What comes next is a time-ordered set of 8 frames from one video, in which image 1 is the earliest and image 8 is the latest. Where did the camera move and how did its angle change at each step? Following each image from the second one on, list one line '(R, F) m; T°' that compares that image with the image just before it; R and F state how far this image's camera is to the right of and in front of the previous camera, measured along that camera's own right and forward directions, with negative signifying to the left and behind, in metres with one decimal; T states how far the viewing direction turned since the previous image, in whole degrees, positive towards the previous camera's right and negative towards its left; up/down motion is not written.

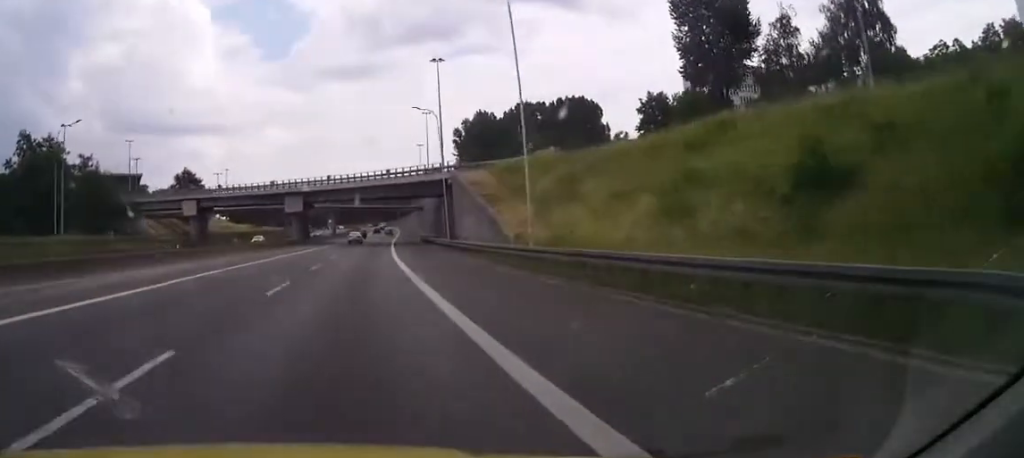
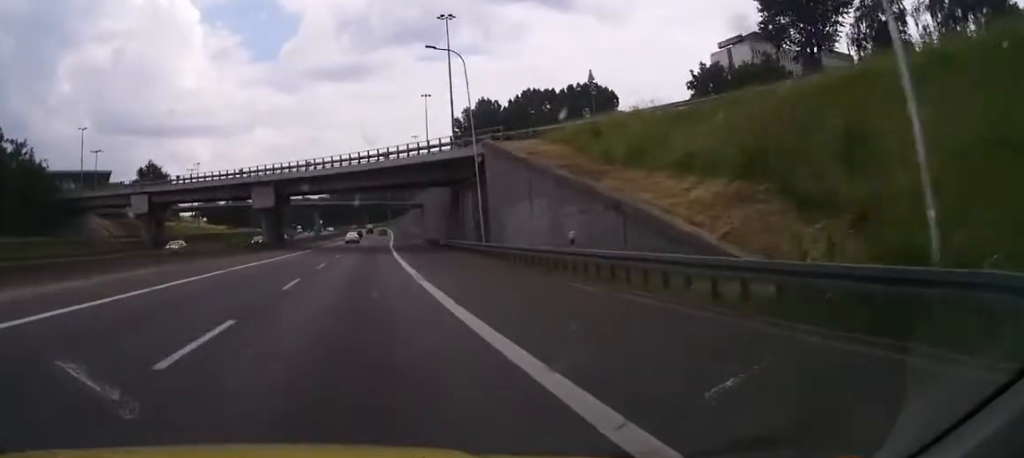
(+0.3, +20.2) m; +2°
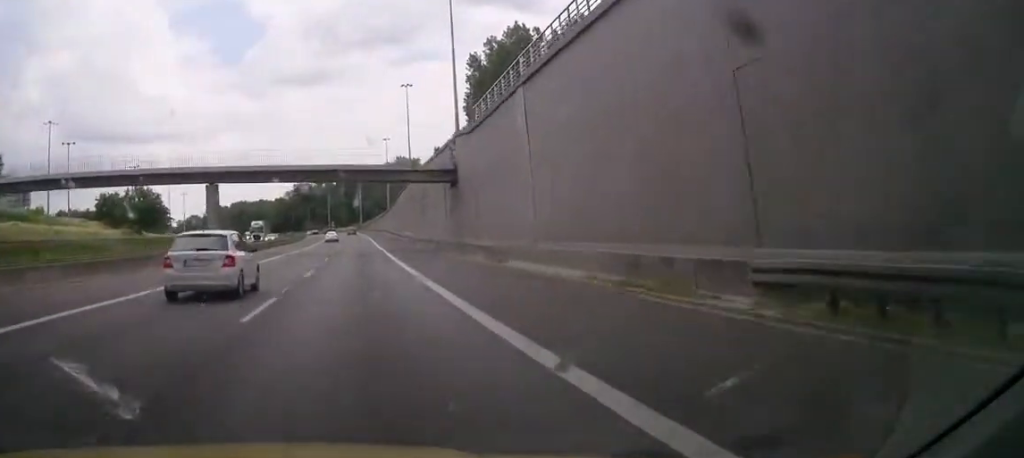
(+2.5, +65.7) m; +3°
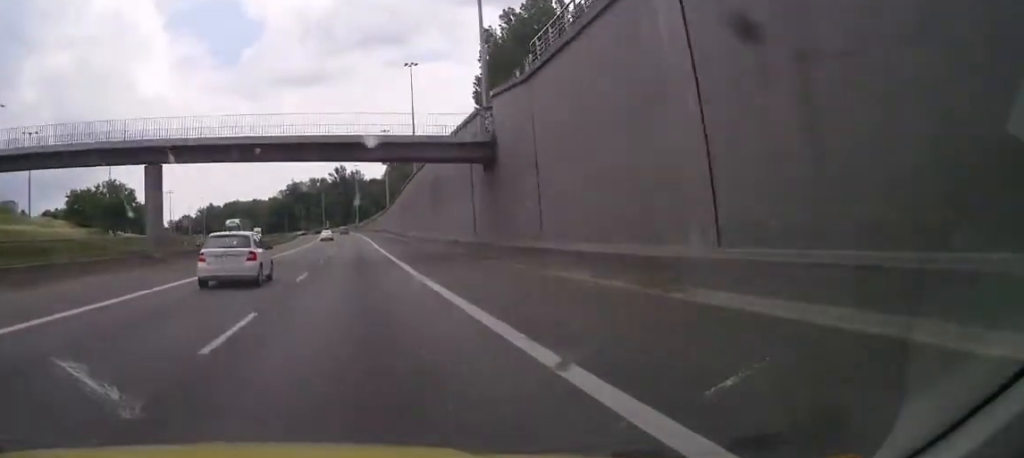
(0.0, +14.8) m; 0°
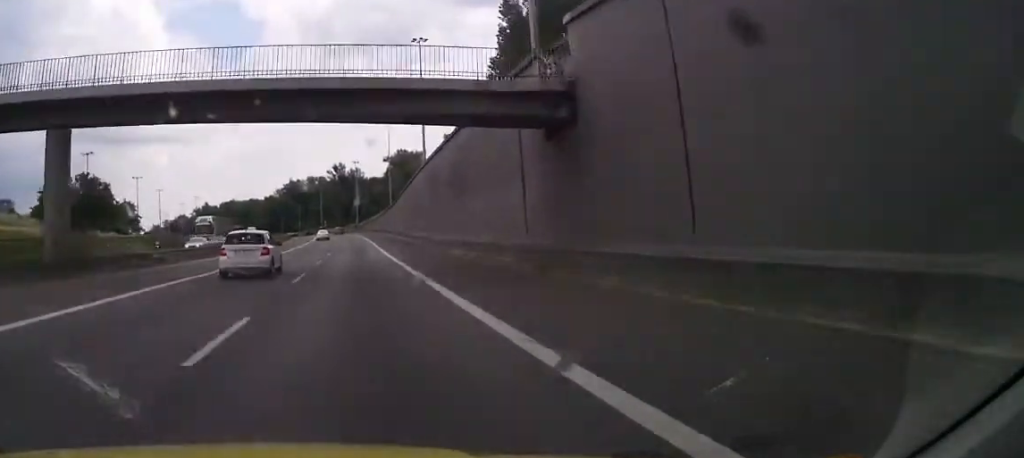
(0.0, +12.9) m; 0°
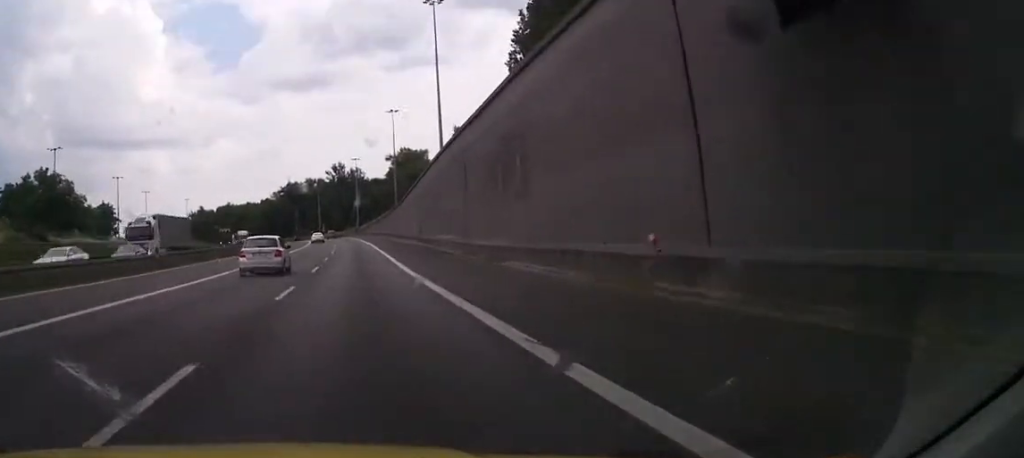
(0.0, +15.9) m; 0°
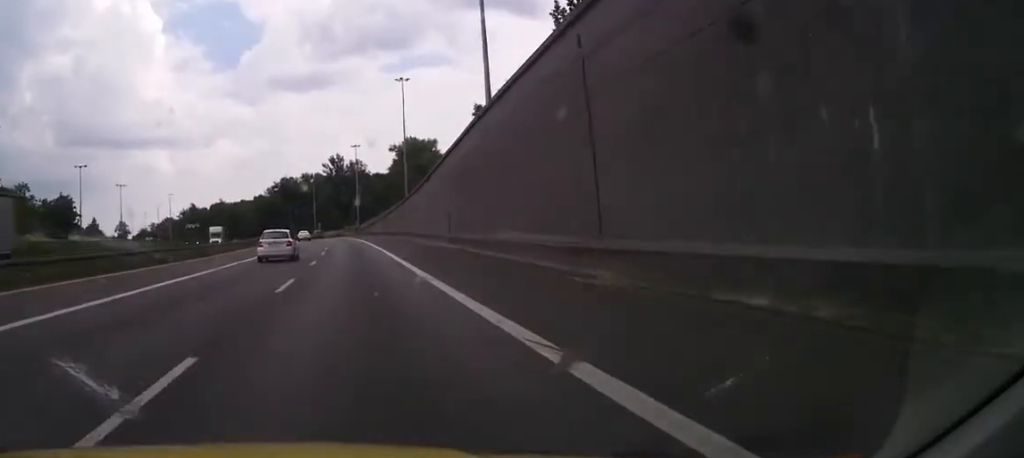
(+0.2, +23.8) m; 0°
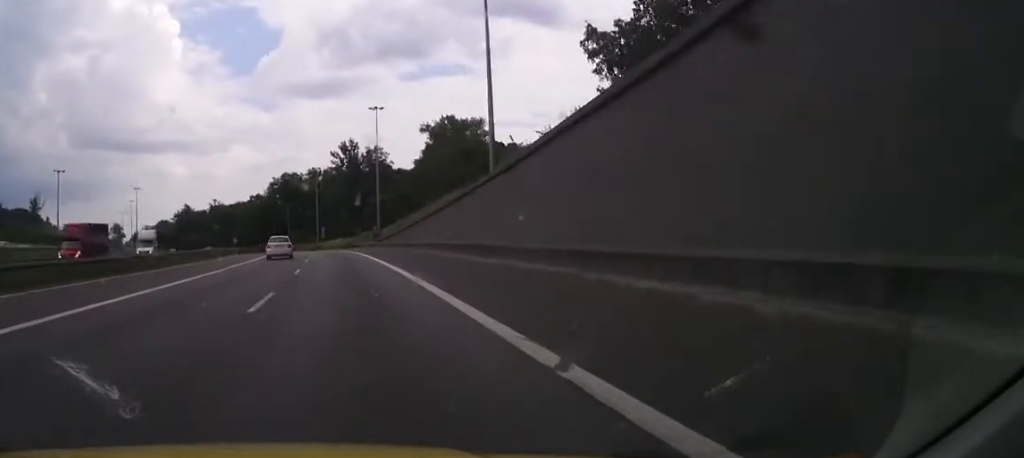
(+1.1, +51.7) m; +2°
